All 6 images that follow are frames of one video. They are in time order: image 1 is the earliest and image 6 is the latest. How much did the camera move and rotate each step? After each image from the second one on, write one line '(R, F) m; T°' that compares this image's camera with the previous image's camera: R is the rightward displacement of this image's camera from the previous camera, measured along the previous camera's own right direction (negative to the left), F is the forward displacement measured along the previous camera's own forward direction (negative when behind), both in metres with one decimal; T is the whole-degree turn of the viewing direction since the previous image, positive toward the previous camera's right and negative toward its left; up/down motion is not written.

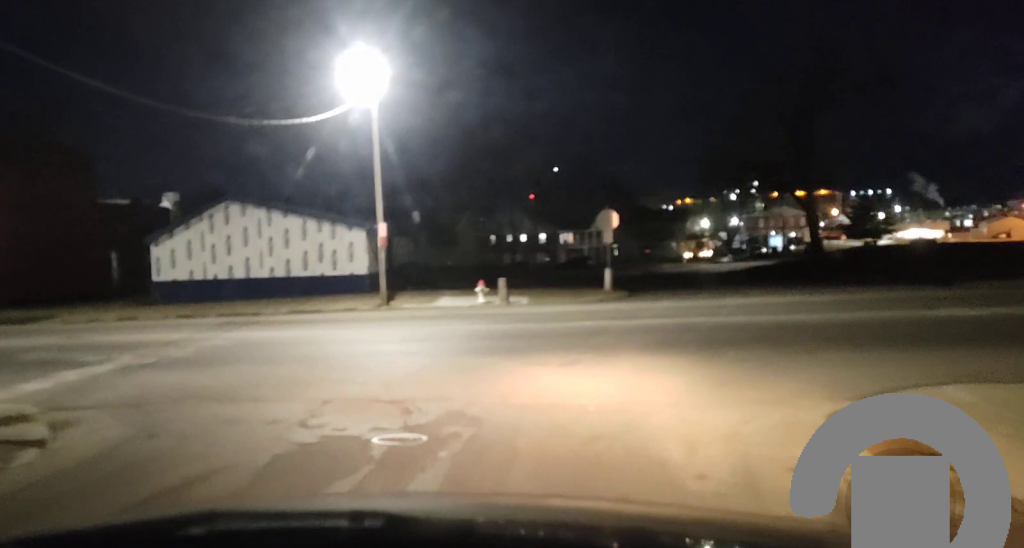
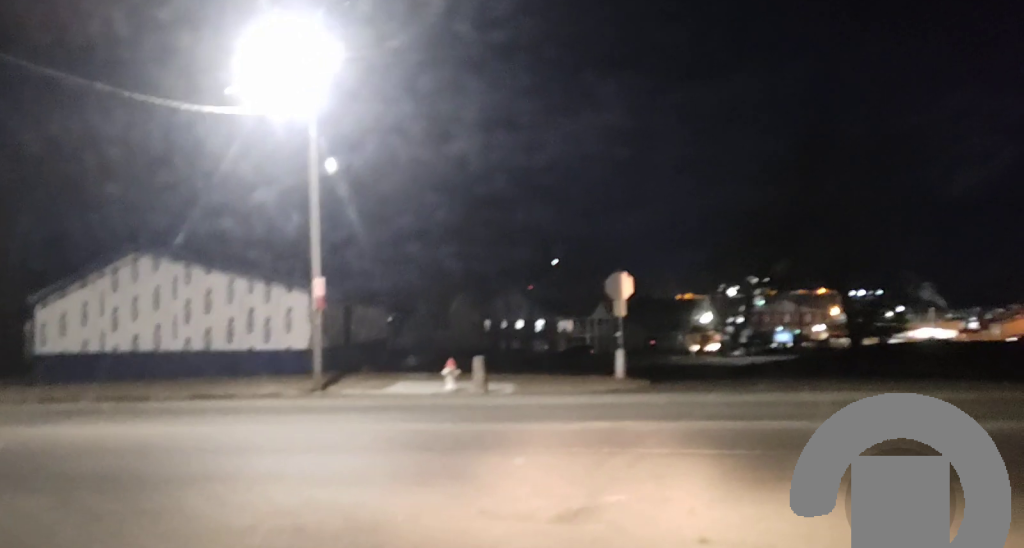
(-0.1, +6.9) m; -2°
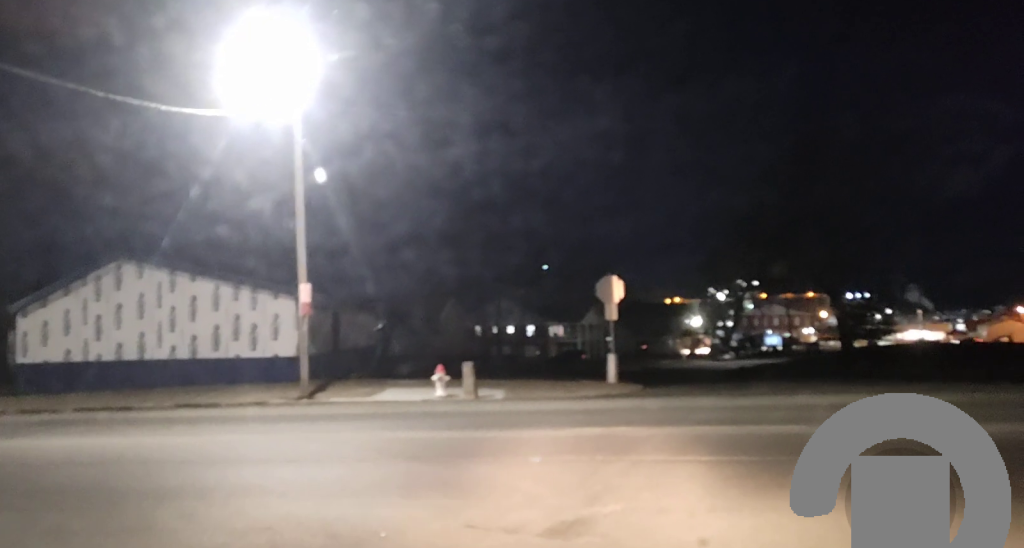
(+0.1, +0.6) m; 0°
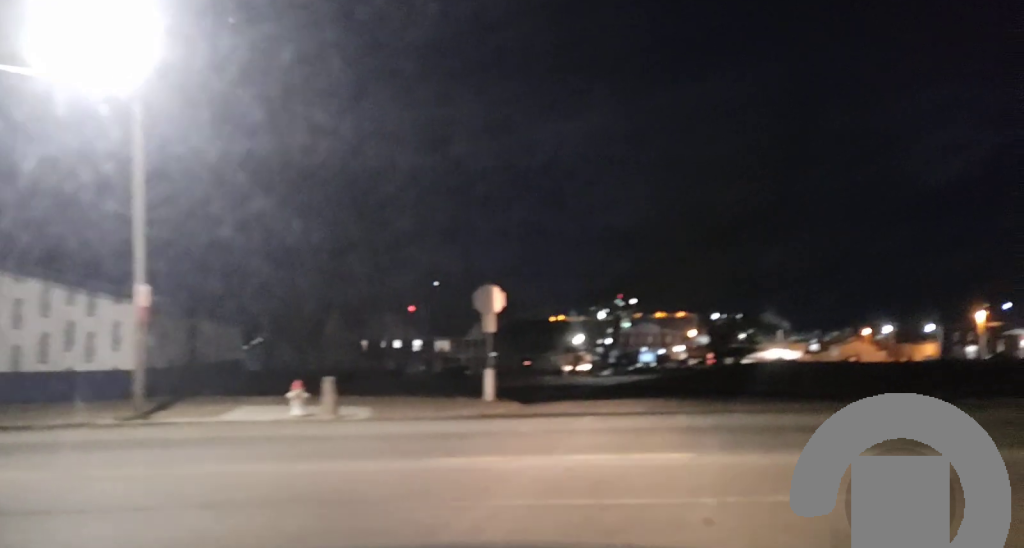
(+0.4, +2.6) m; +16°
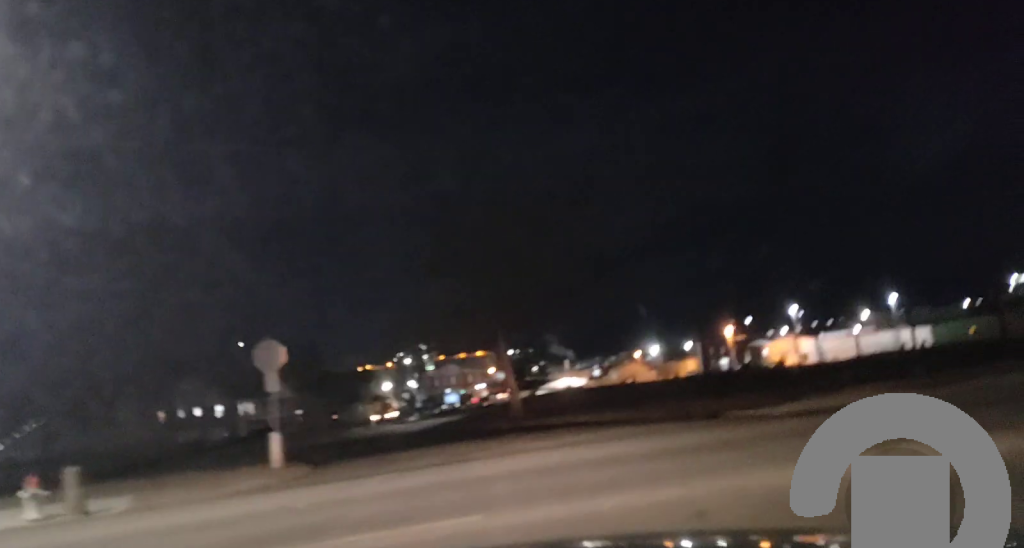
(0.0, +1.3) m; +9°
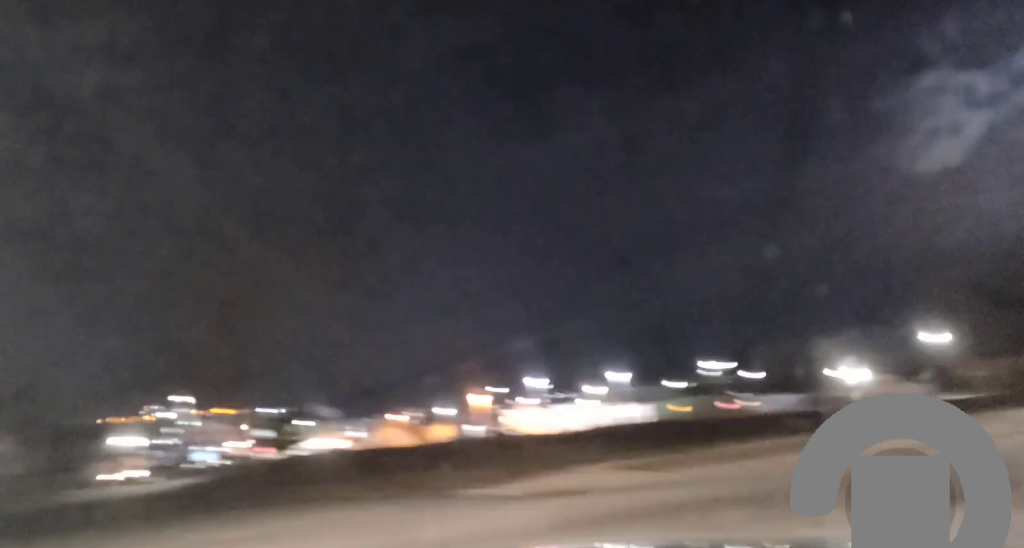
(+0.3, +2.7) m; +18°
